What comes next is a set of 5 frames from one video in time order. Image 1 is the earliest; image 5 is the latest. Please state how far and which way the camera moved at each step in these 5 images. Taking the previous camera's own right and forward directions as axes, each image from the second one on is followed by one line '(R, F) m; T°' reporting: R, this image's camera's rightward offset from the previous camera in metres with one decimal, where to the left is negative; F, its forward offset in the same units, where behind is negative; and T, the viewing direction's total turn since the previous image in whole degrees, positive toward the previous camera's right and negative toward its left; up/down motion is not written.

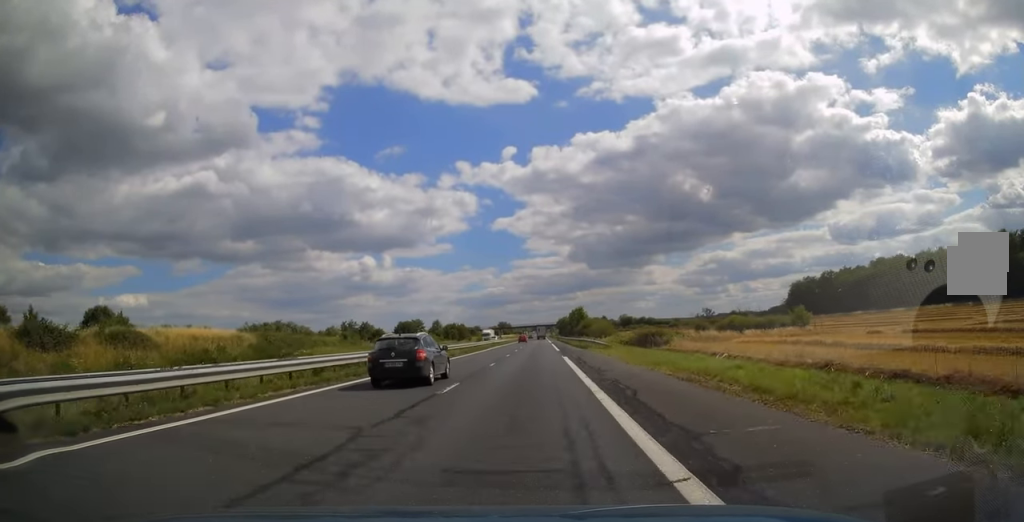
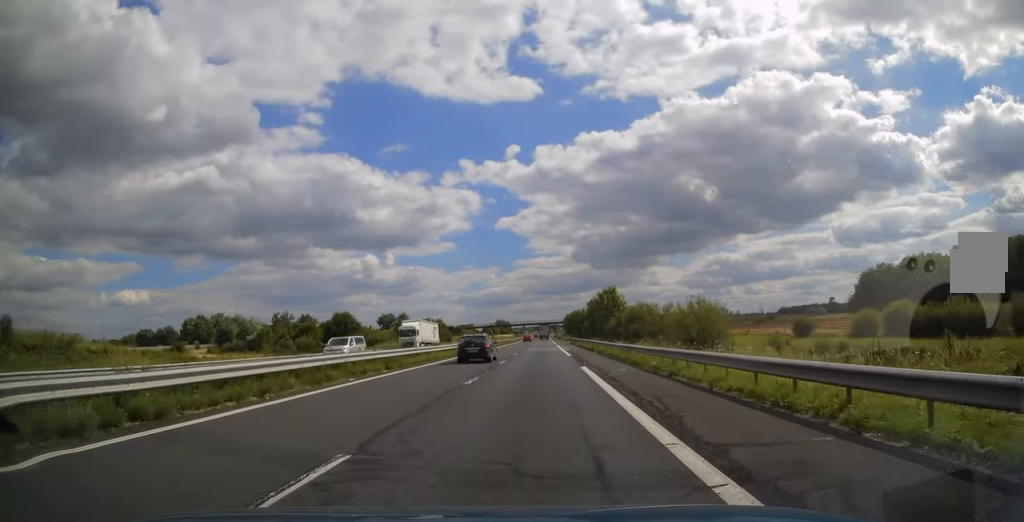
(-0.1, +62.6) m; 0°
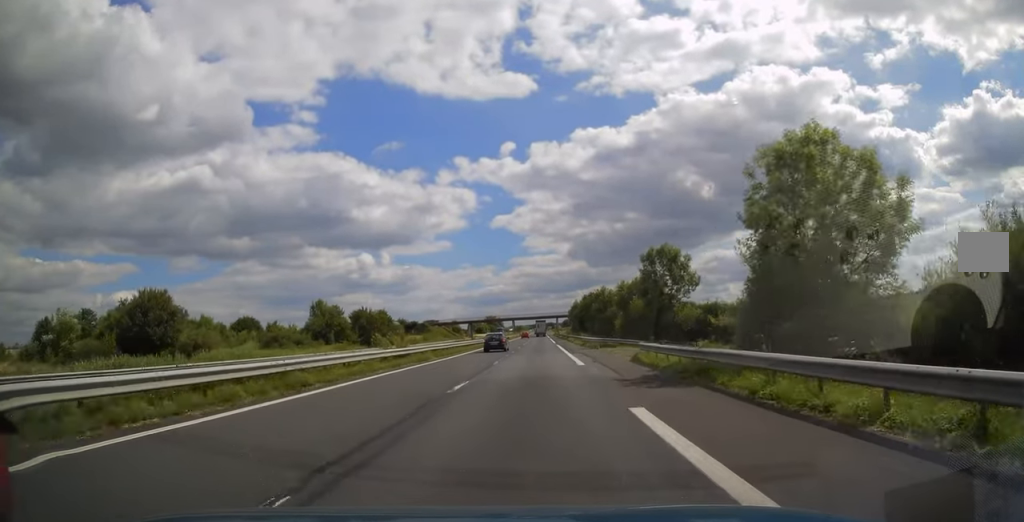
(0.0, +67.0) m; 0°
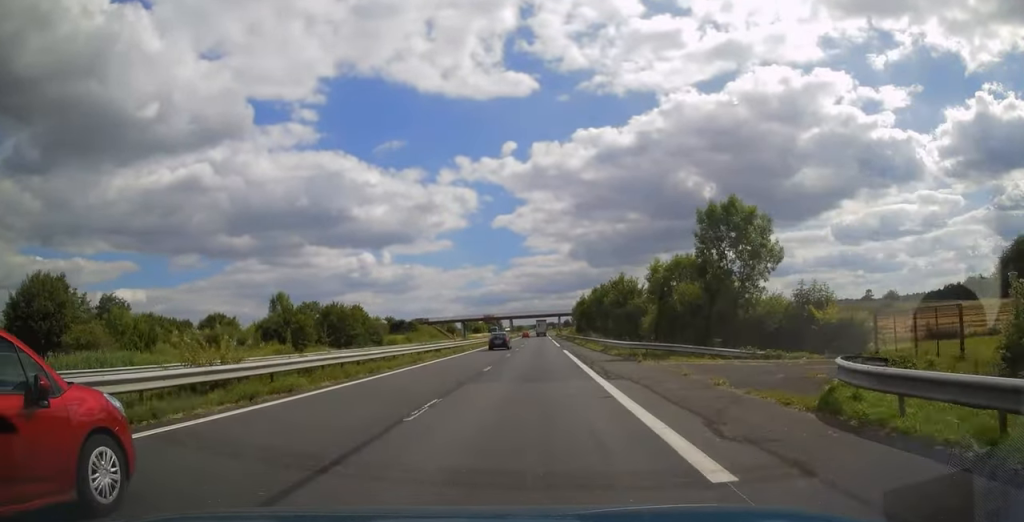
(+0.1, +18.2) m; 0°
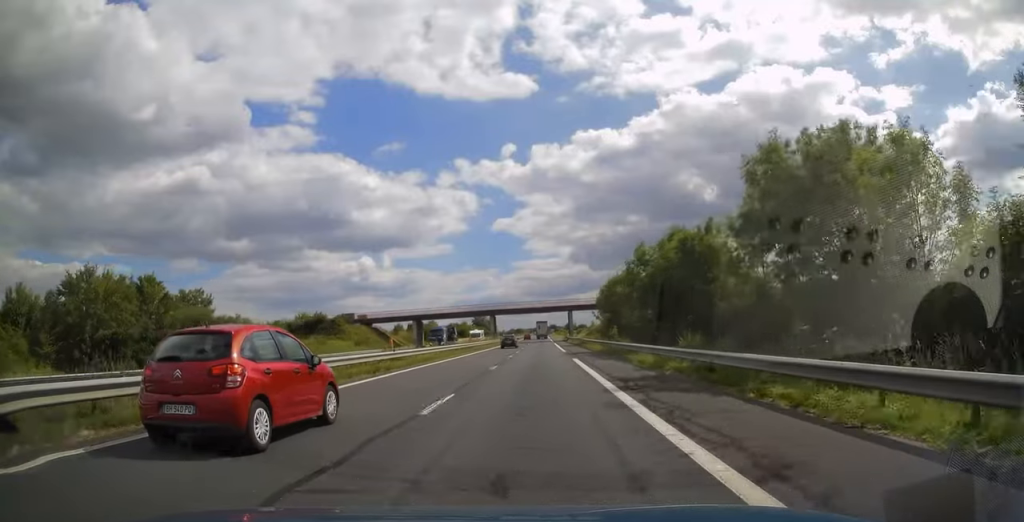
(+0.1, +63.5) m; 0°
